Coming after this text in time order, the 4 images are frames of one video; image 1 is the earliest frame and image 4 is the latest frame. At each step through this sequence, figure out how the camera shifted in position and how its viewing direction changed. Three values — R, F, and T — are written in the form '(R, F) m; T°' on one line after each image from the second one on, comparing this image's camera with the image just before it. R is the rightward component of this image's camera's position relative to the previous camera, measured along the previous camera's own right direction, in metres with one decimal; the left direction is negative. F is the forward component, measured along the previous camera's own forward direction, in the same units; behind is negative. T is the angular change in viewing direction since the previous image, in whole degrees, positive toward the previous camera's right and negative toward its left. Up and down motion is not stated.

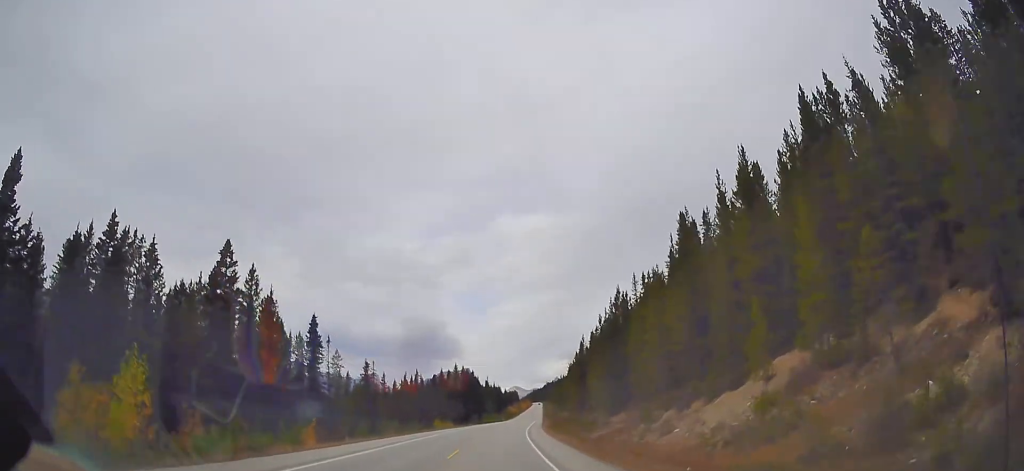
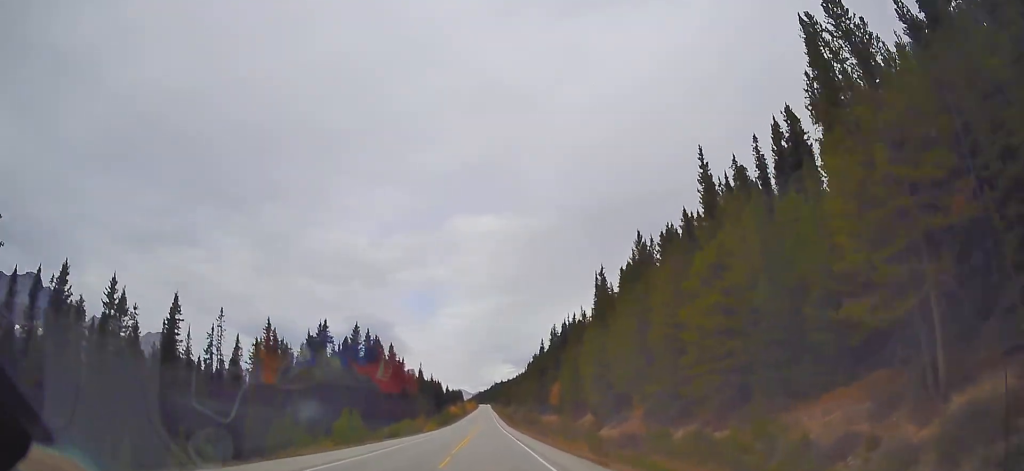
(+6.1, +92.4) m; +7°
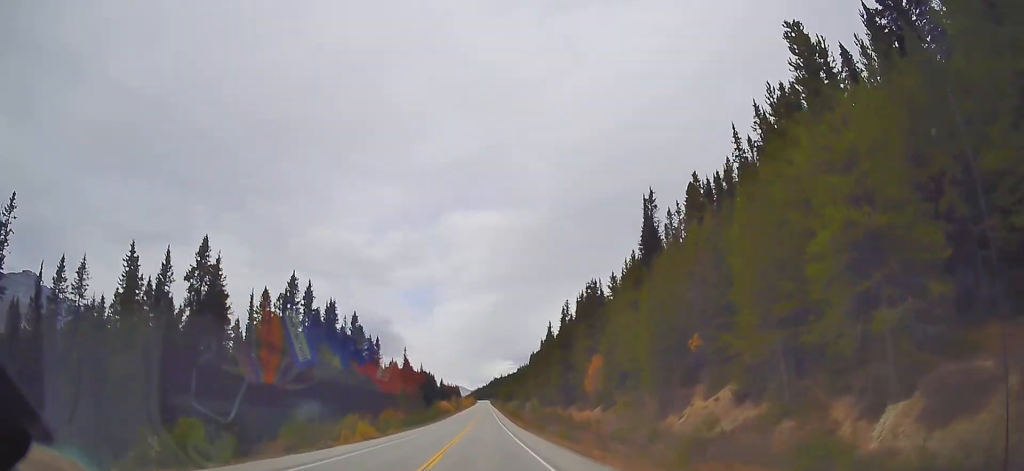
(0.0, +41.4) m; 0°
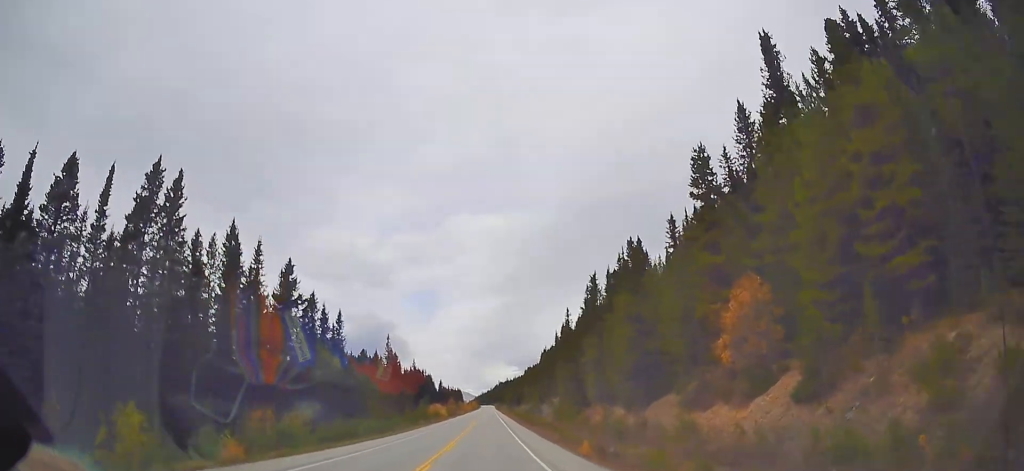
(+0.1, +41.8) m; 0°
